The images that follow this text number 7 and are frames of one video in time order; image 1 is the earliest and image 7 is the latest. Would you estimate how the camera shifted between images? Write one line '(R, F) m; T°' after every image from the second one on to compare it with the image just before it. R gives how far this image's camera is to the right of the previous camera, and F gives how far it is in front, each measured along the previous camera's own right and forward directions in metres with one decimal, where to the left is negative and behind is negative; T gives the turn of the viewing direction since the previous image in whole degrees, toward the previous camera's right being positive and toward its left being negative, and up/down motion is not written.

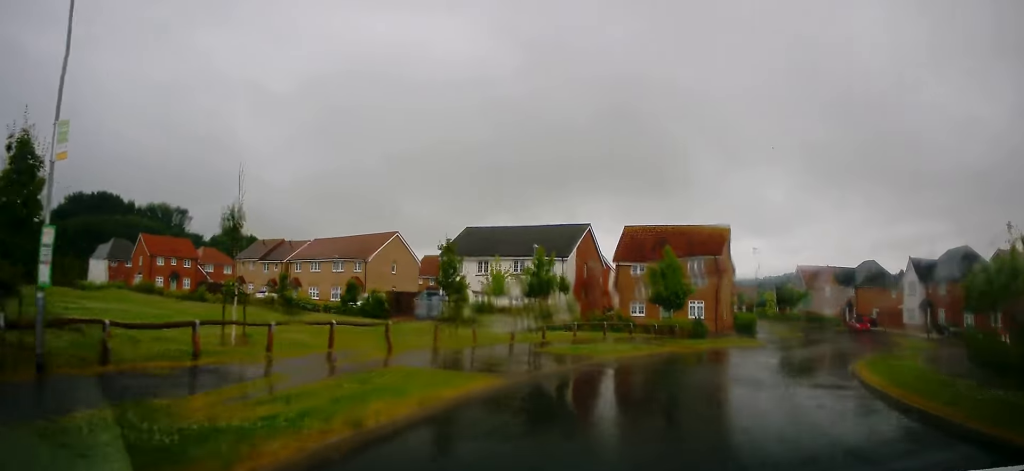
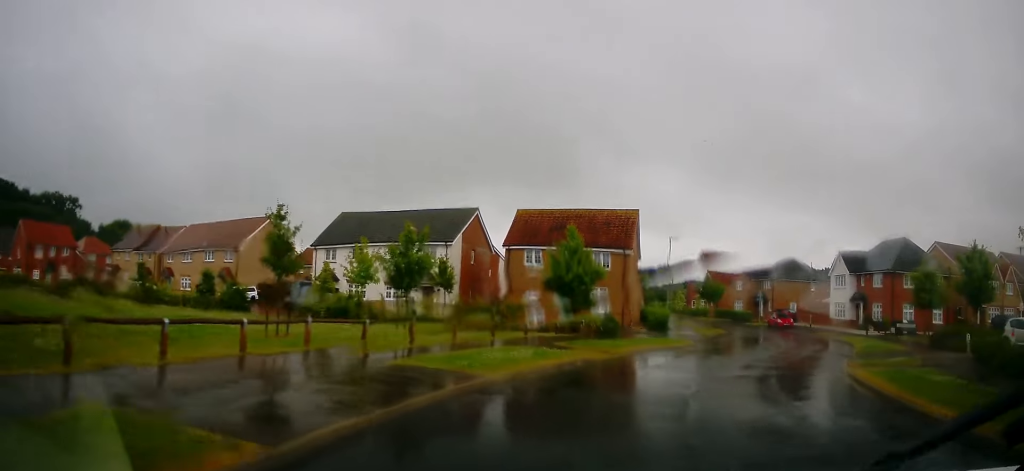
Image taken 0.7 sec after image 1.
(0.0, +5.6) m; +9°
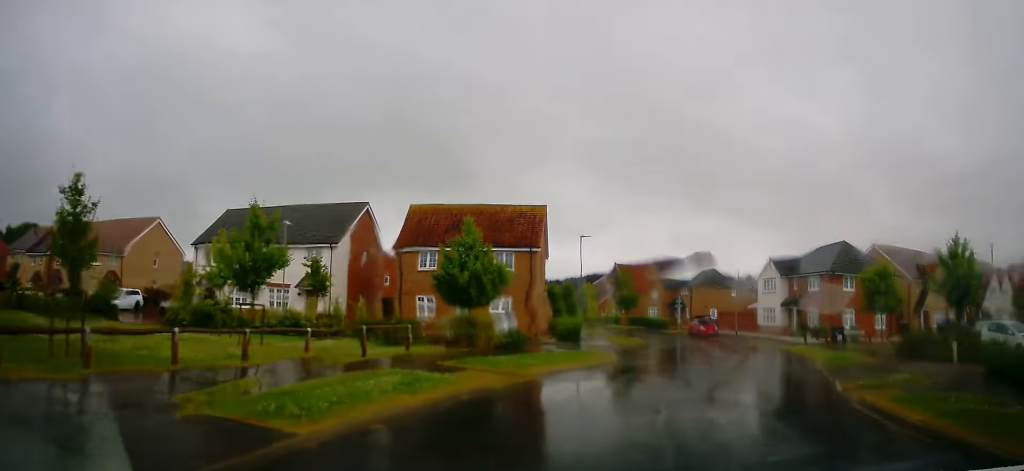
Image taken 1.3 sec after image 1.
(+0.6, +4.6) m; +9°
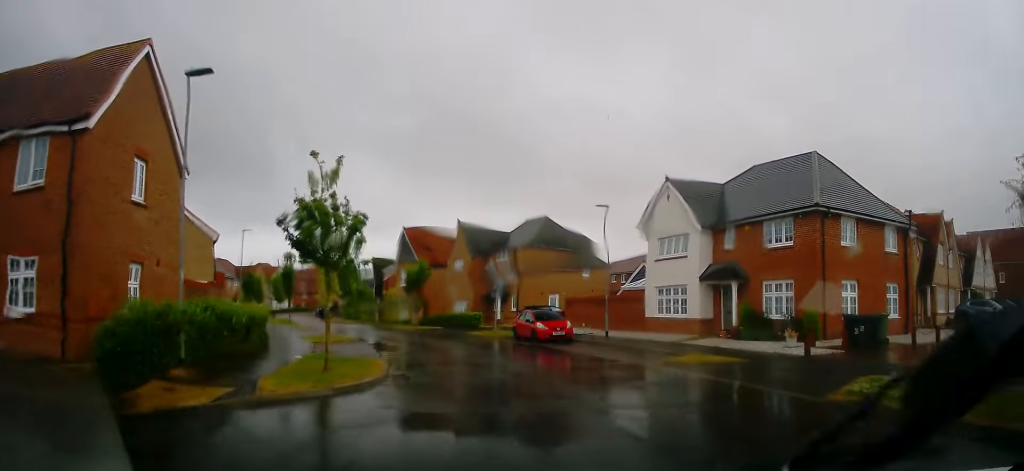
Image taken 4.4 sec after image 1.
(+5.8, +23.9) m; +16°
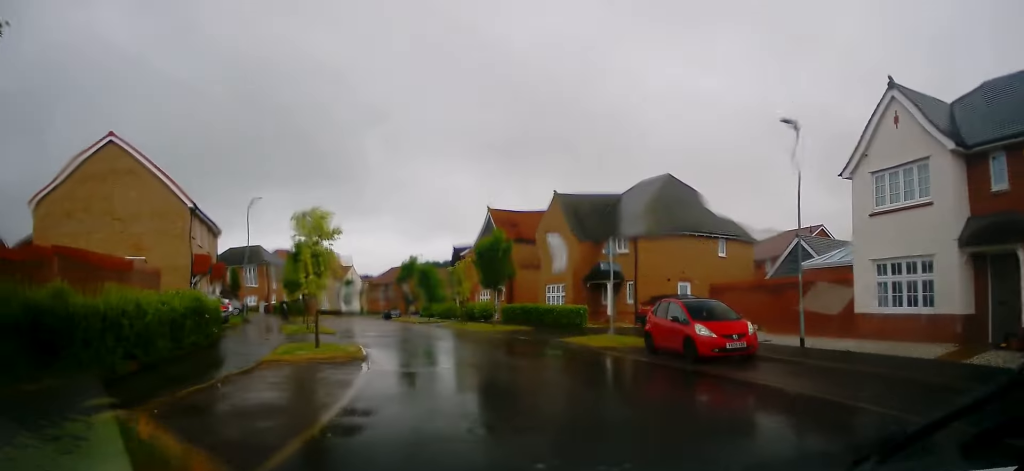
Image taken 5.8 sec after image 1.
(-0.6, +12.1) m; -7°
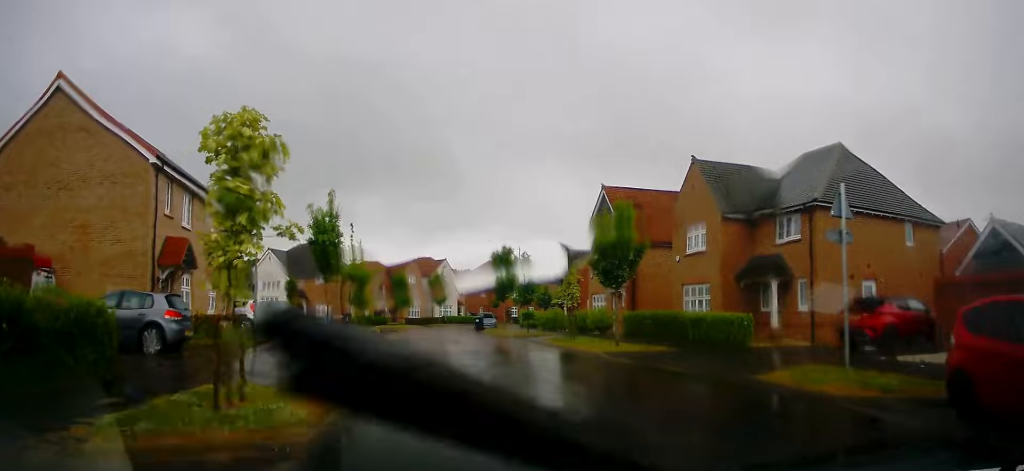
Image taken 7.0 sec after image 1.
(-0.8, +9.3) m; -11°
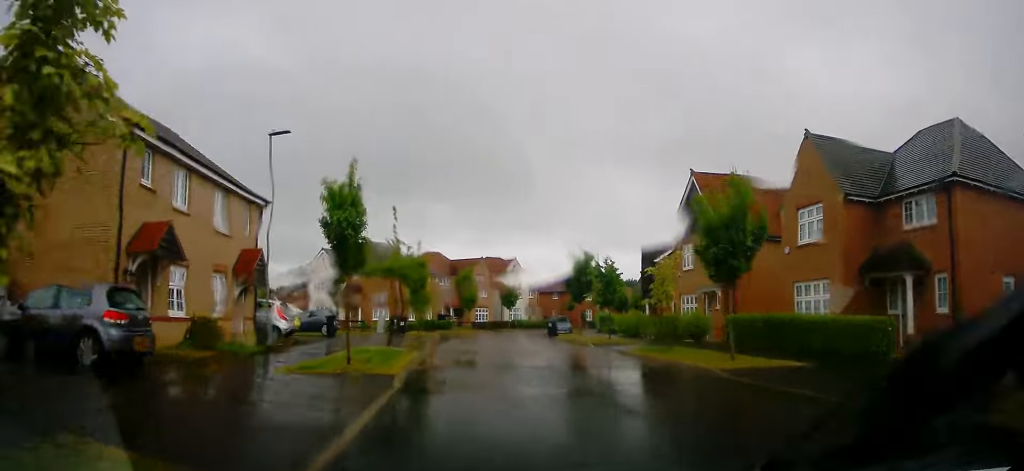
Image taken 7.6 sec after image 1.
(-0.2, +4.7) m; -6°
